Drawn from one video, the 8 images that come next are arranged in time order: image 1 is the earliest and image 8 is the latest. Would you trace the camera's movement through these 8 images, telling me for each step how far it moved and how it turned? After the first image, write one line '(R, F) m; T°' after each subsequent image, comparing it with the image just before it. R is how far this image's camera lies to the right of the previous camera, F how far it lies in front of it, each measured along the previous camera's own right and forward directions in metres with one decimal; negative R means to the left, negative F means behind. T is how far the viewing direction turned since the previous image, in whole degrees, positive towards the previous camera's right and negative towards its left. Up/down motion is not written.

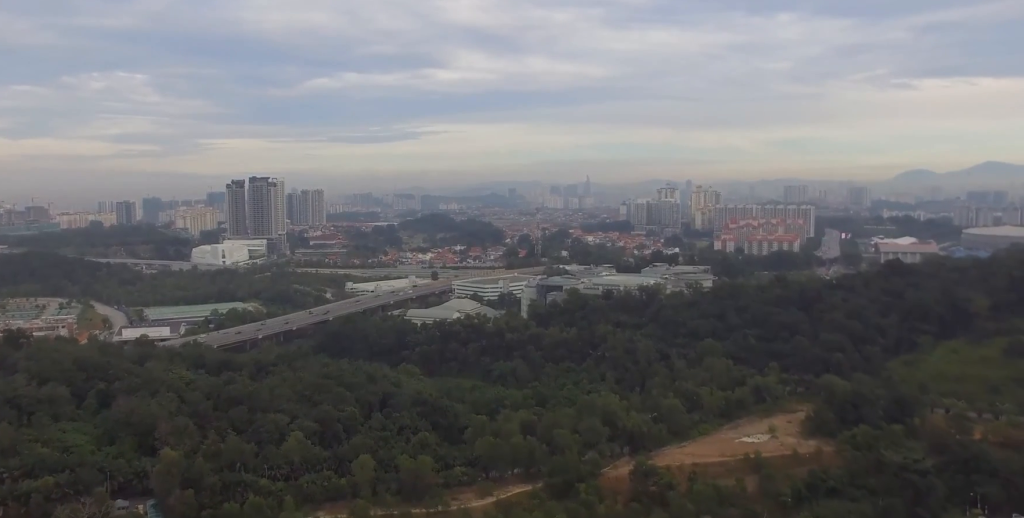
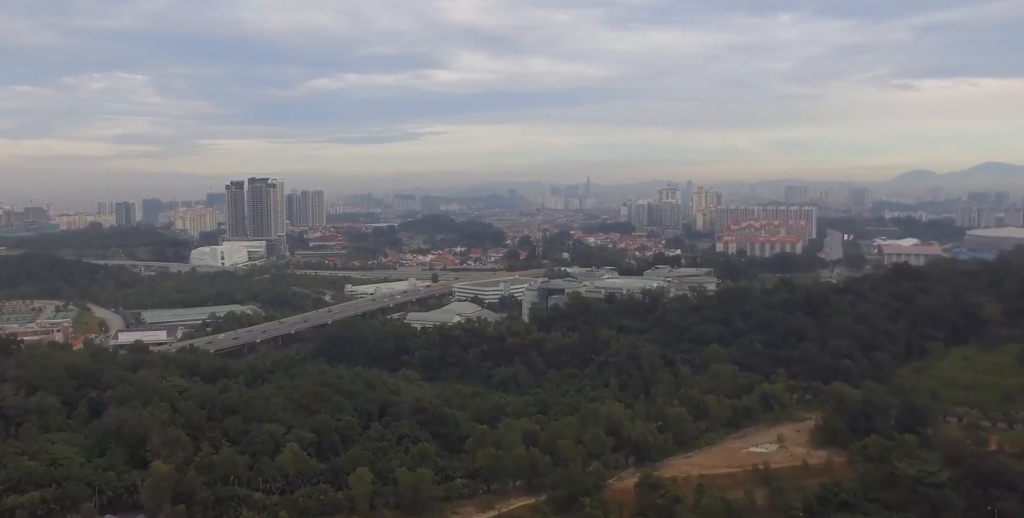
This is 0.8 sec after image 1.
(0.0, +7.6) m; 0°
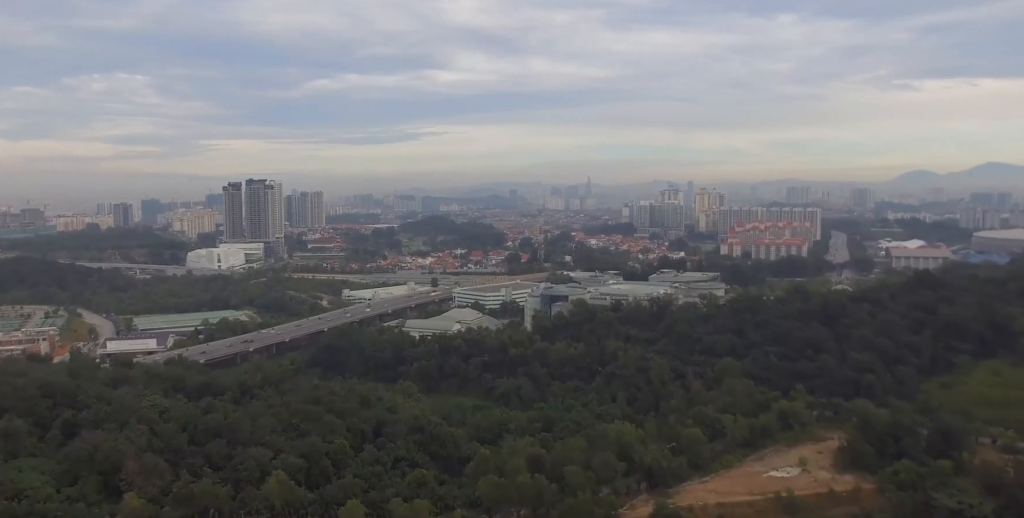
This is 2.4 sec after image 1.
(+0.2, +18.8) m; +1°
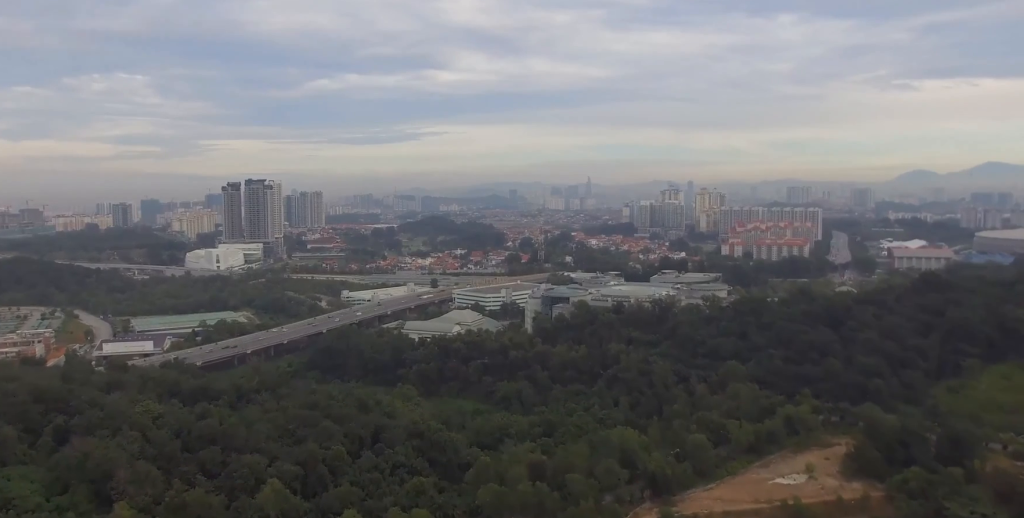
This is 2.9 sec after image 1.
(0.0, +5.7) m; 0°
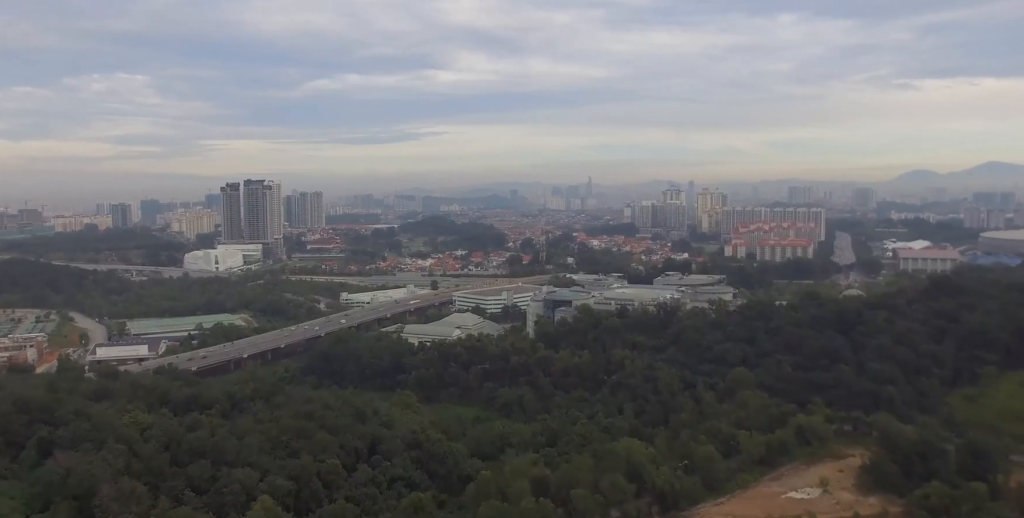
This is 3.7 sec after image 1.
(+0.1, +10.3) m; 0°
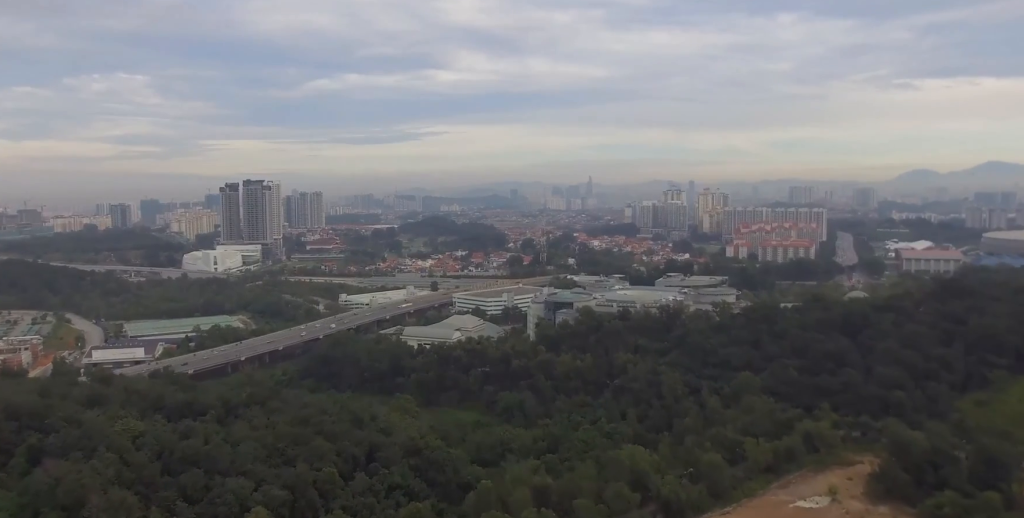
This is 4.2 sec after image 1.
(0.0, +5.8) m; 0°
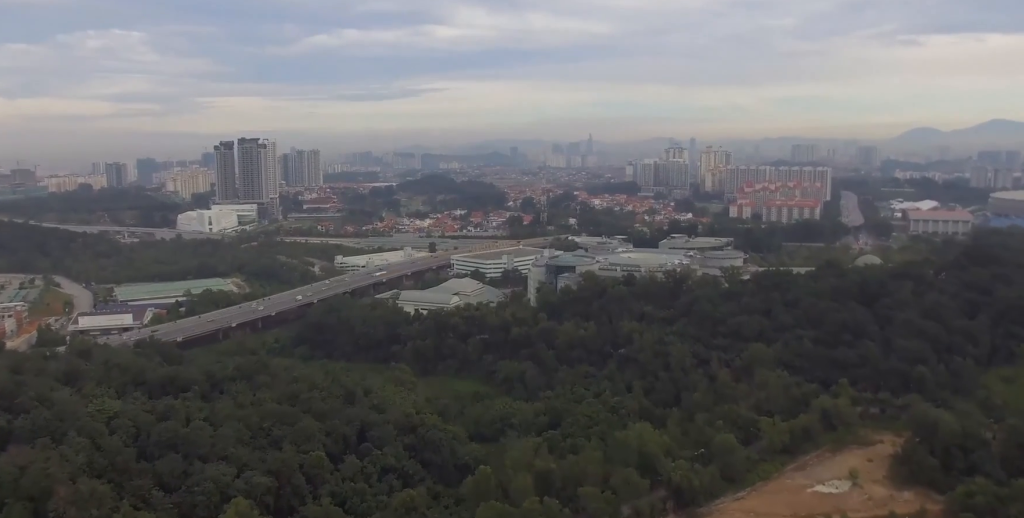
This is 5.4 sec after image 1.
(+0.1, +17.5) m; 0°
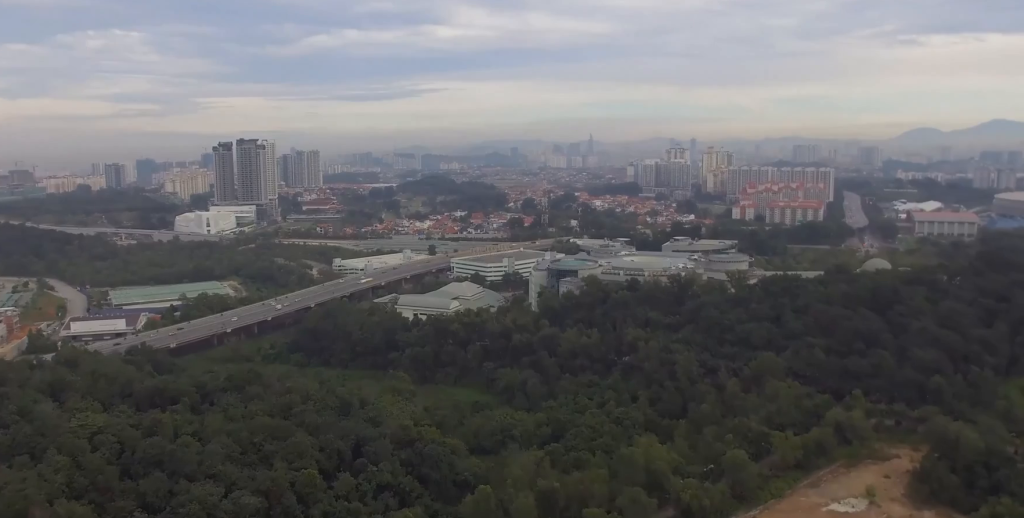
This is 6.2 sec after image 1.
(0.0, +10.1) m; 0°
